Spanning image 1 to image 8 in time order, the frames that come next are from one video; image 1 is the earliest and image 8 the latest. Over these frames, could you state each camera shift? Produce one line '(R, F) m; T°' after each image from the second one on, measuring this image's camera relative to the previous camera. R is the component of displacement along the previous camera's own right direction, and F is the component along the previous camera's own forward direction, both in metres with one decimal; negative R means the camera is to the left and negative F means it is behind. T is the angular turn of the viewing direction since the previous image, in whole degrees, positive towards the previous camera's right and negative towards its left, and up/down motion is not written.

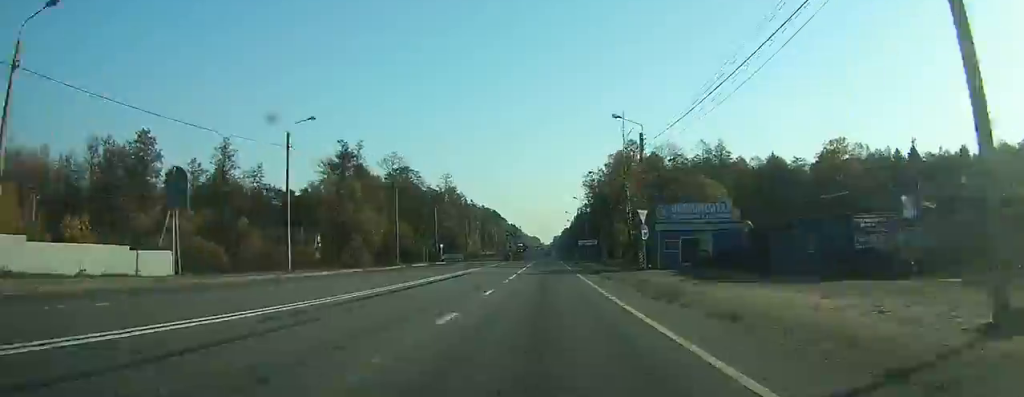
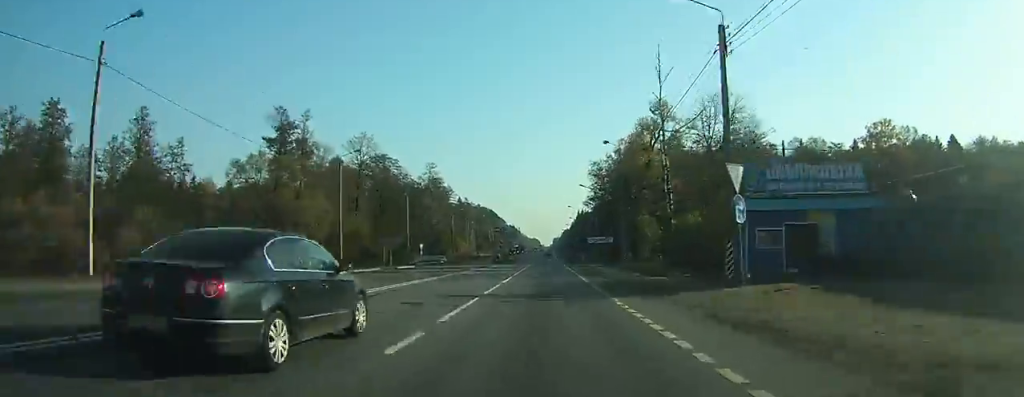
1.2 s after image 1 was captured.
(0.0, +19.3) m; 0°
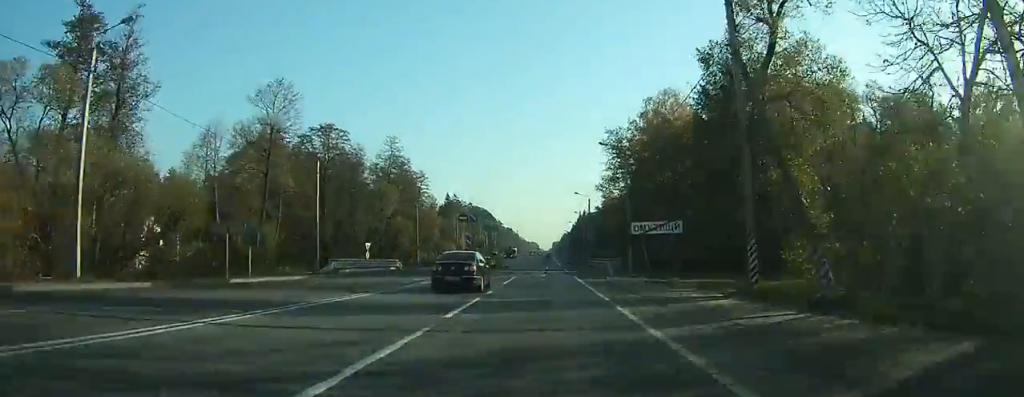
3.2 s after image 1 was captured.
(0.0, +32.0) m; 0°
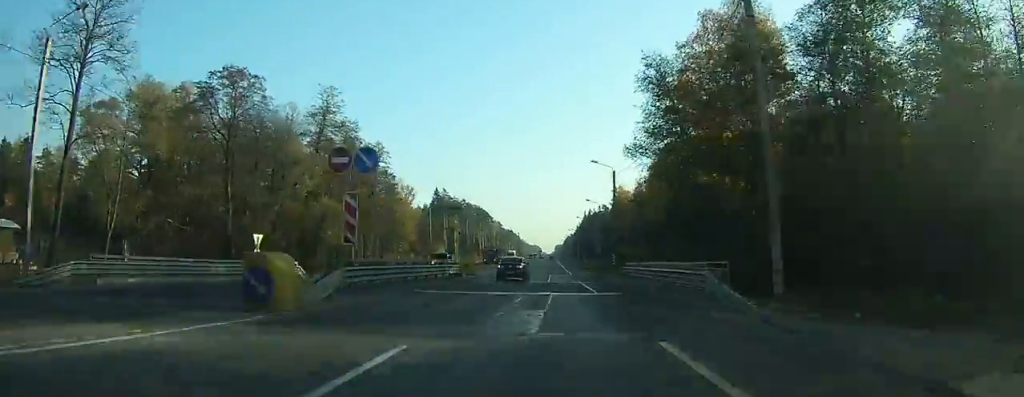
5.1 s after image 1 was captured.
(-0.1, +30.5) m; 0°
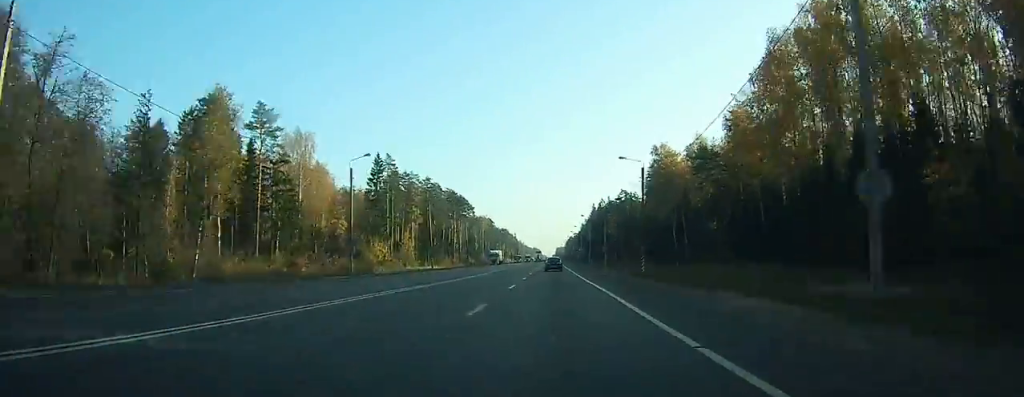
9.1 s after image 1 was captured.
(+0.5, +72.9) m; +1°
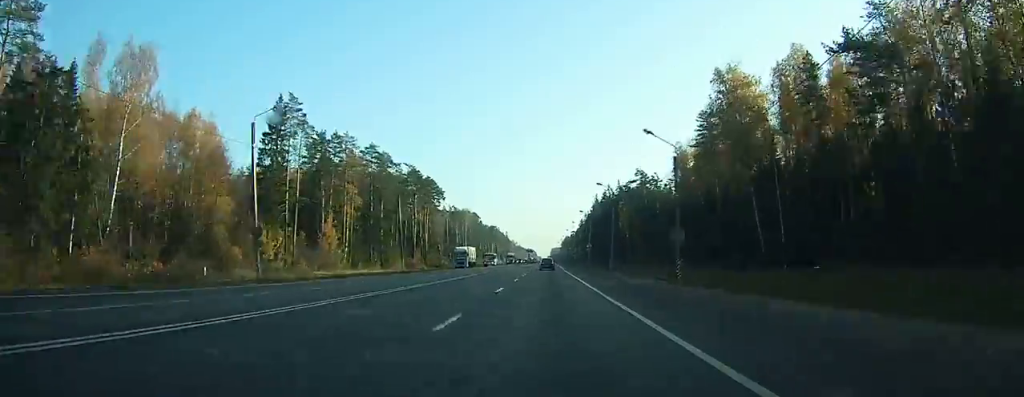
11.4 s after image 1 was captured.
(0.0, +48.8) m; 0°
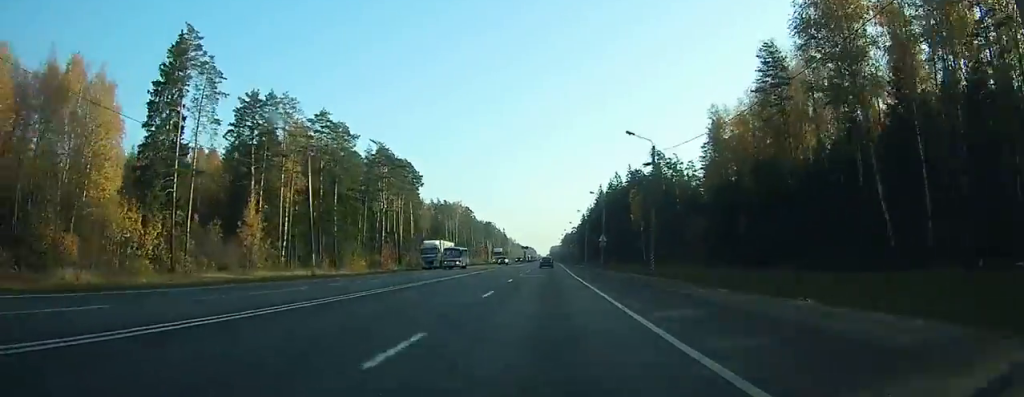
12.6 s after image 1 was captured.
(0.0, +27.0) m; 0°
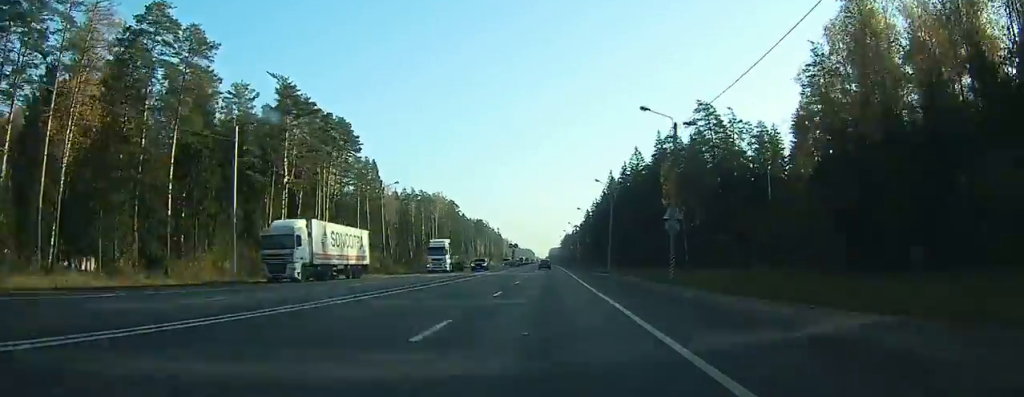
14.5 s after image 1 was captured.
(0.0, +45.1) m; 0°
